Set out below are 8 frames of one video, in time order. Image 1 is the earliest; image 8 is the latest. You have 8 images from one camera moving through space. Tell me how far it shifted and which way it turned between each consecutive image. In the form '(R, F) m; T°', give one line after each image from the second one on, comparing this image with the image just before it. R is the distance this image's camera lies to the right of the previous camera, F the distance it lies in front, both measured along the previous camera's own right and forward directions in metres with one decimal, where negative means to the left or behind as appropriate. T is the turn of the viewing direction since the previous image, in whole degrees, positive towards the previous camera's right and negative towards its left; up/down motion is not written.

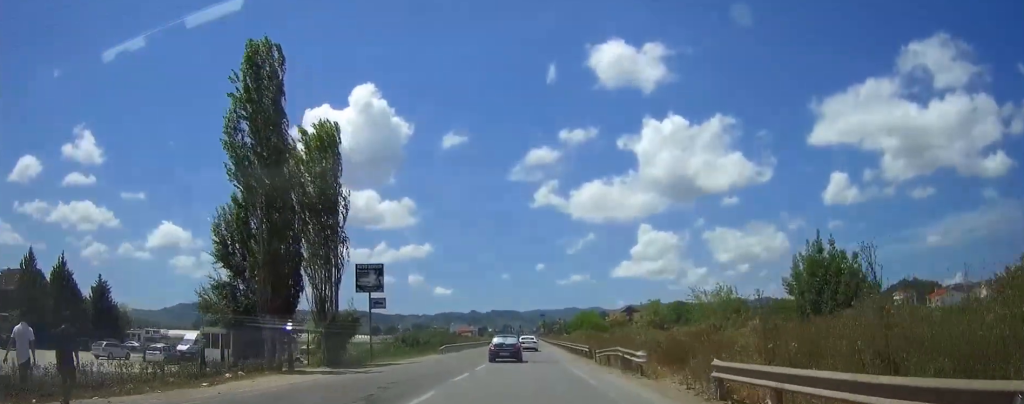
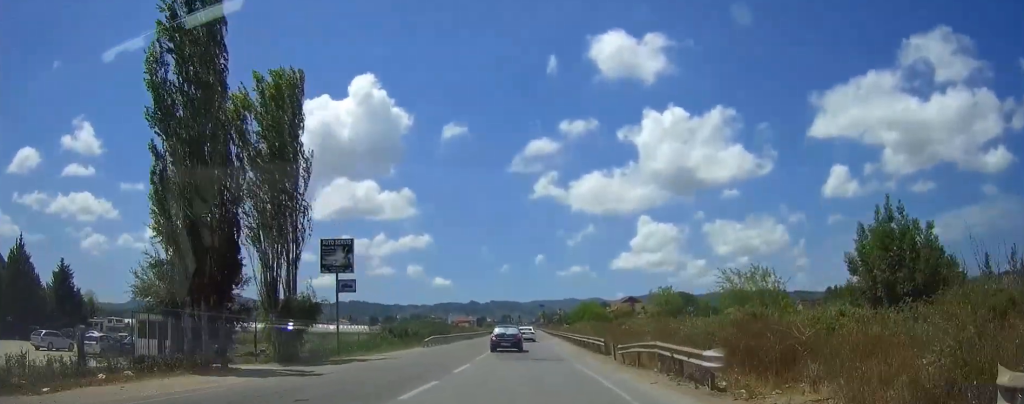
(0.0, +8.0) m; 0°
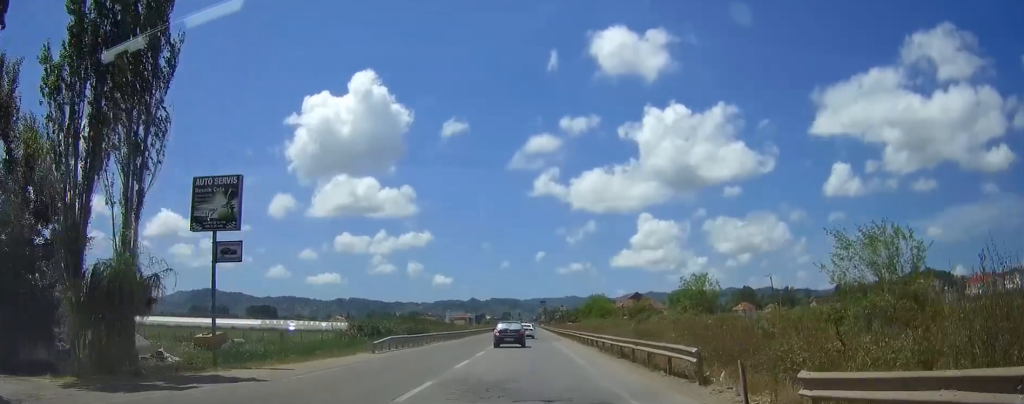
(0.0, +16.0) m; 0°
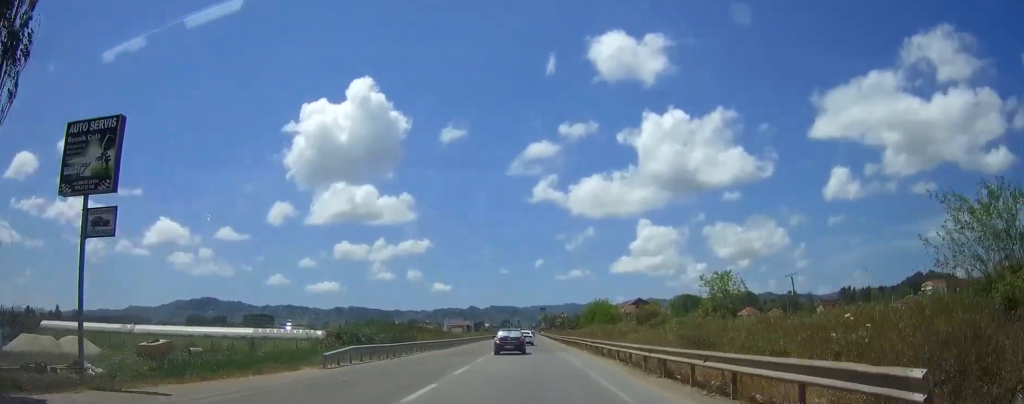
(0.0, +8.1) m; 0°
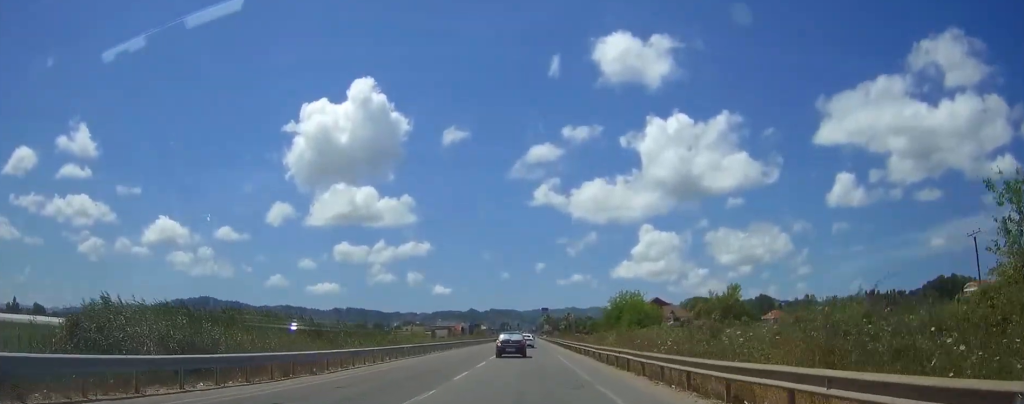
(-0.3, +41.7) m; 0°
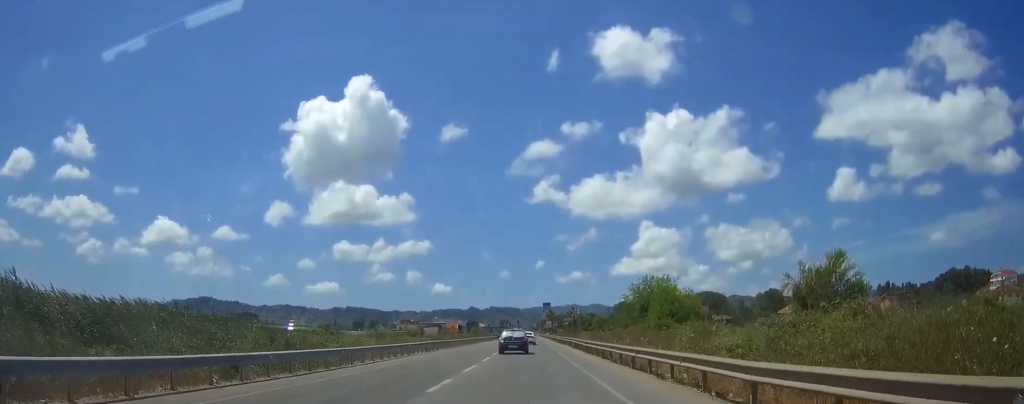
(0.0, +22.4) m; 0°
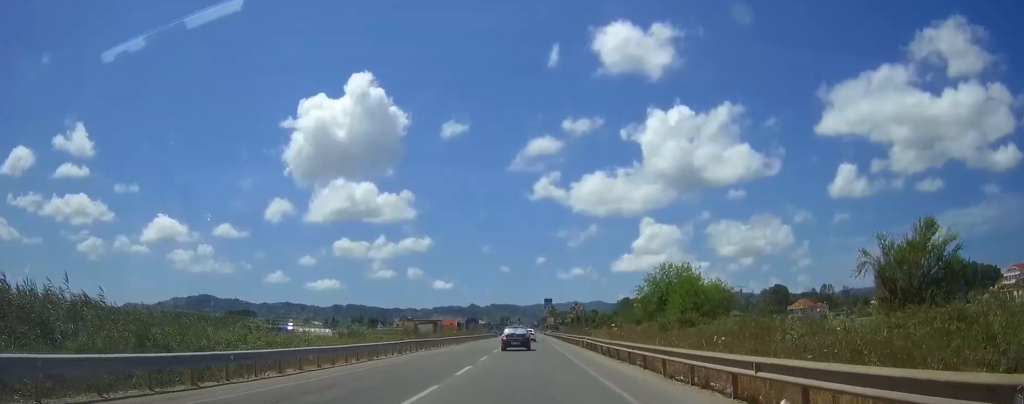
(0.0, +10.9) m; 0°
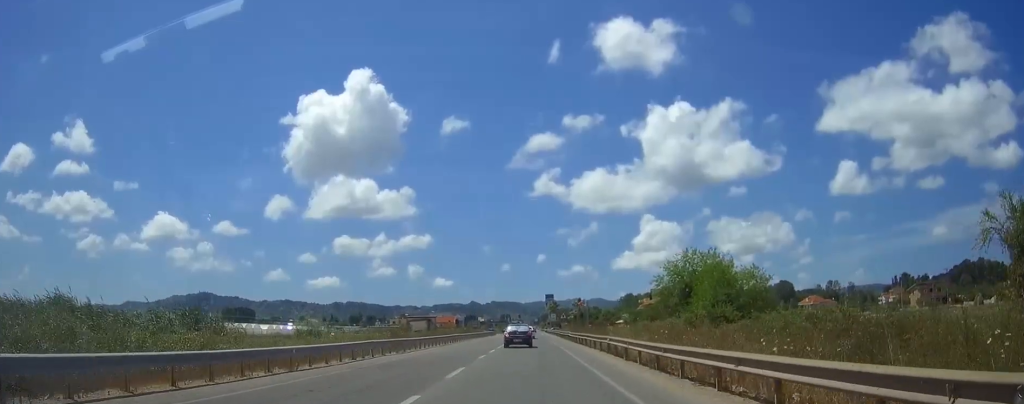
(0.0, +10.5) m; 0°
